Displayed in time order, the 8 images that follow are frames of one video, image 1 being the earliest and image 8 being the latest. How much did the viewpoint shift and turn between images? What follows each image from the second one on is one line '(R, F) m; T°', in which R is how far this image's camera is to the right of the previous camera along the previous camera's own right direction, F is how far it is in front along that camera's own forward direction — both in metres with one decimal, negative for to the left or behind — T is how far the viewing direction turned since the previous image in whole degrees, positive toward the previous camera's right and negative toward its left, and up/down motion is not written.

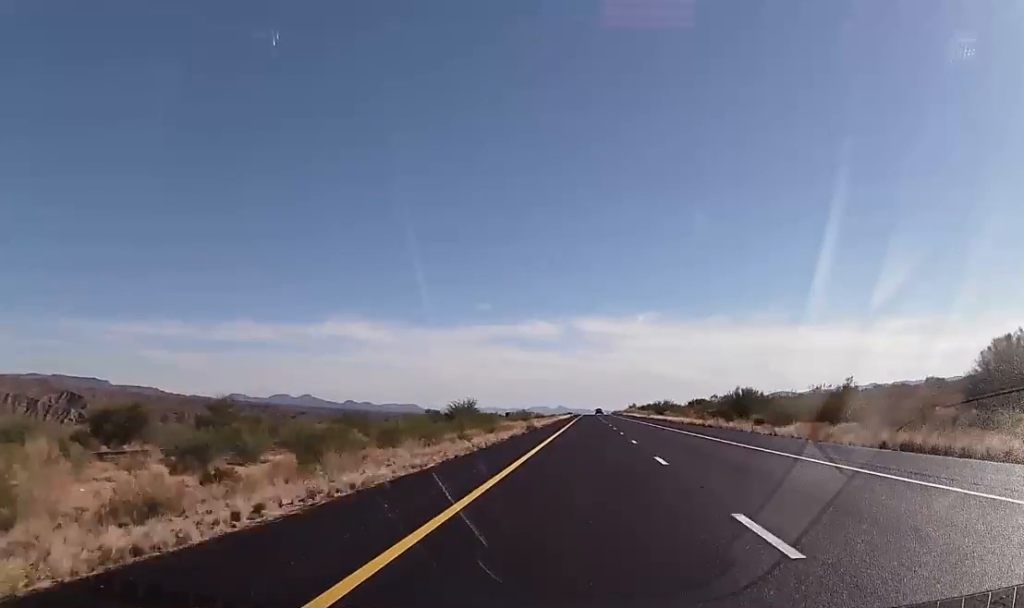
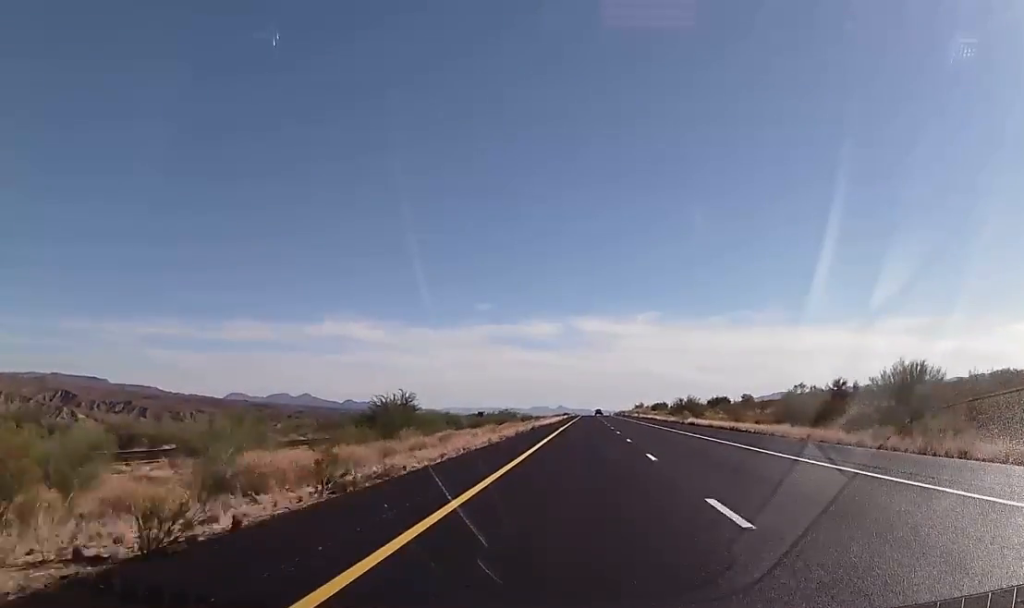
(-0.2, +45.9) m; 0°
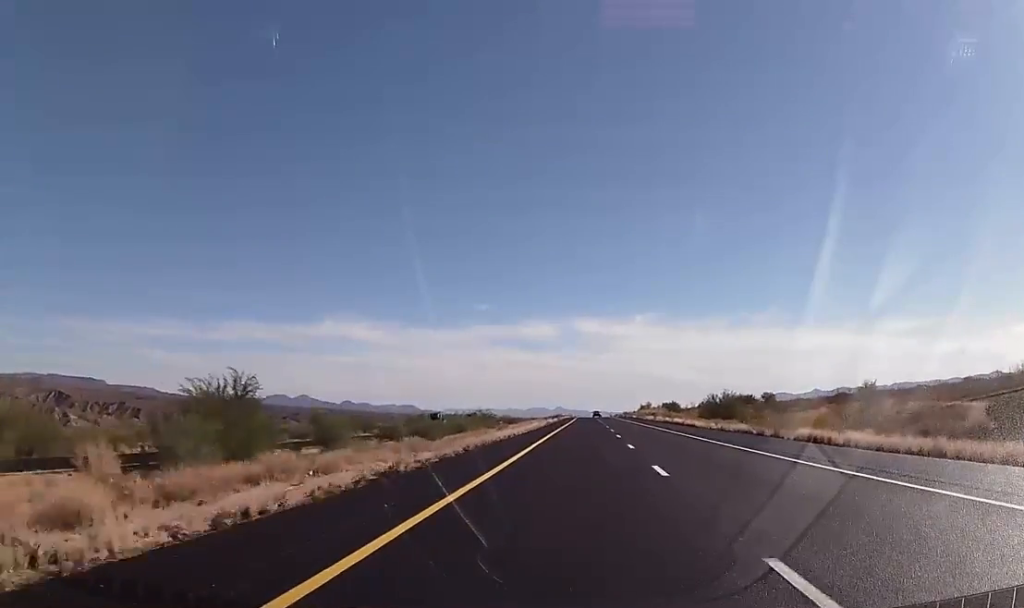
(0.0, +39.8) m; 0°
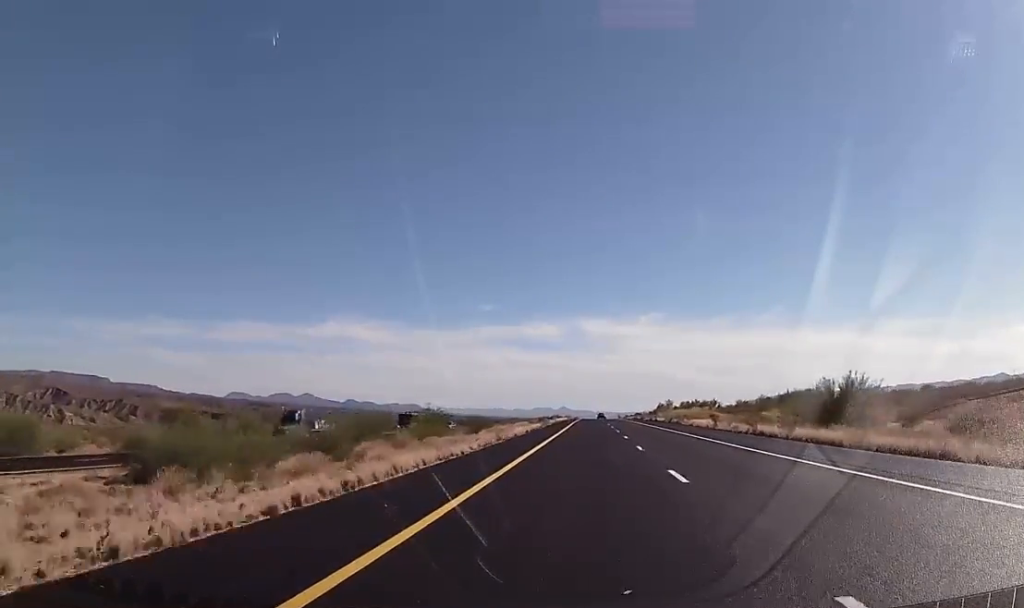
(0.0, +47.0) m; 0°
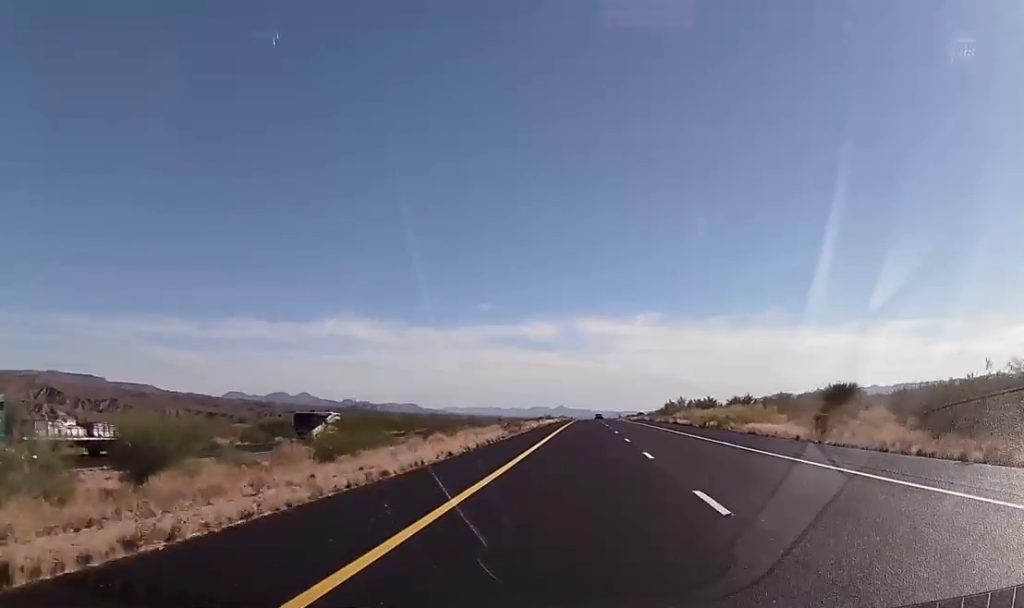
(-0.1, +25.7) m; 0°
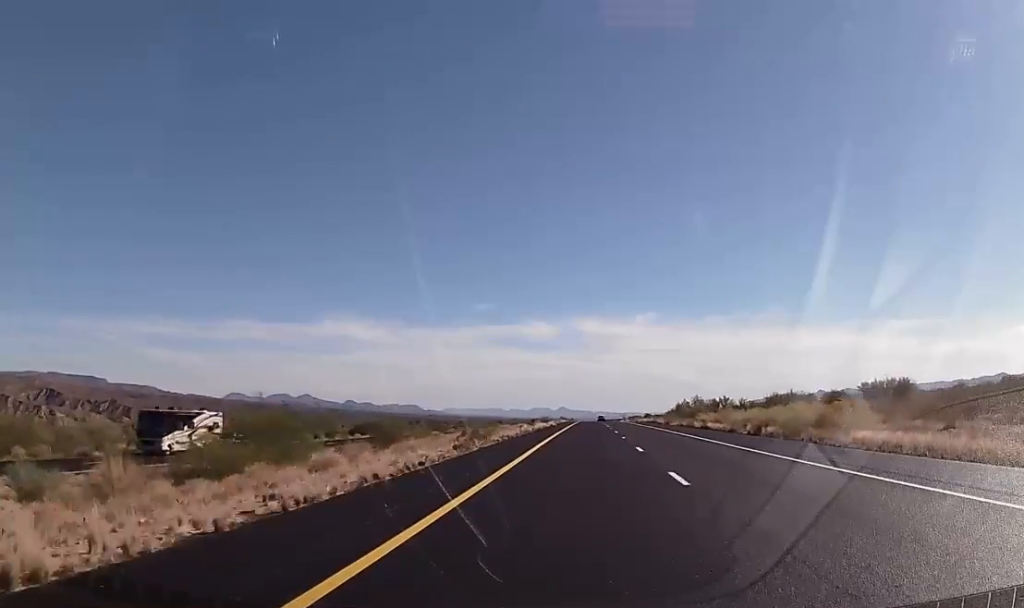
(0.0, +16.9) m; 0°
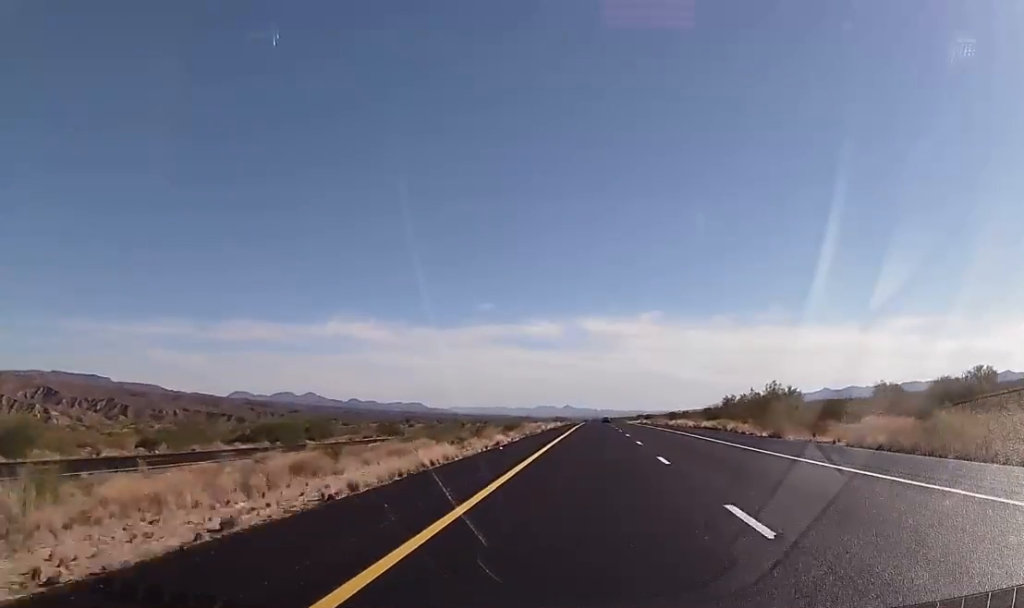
(+0.1, +44.7) m; 0°
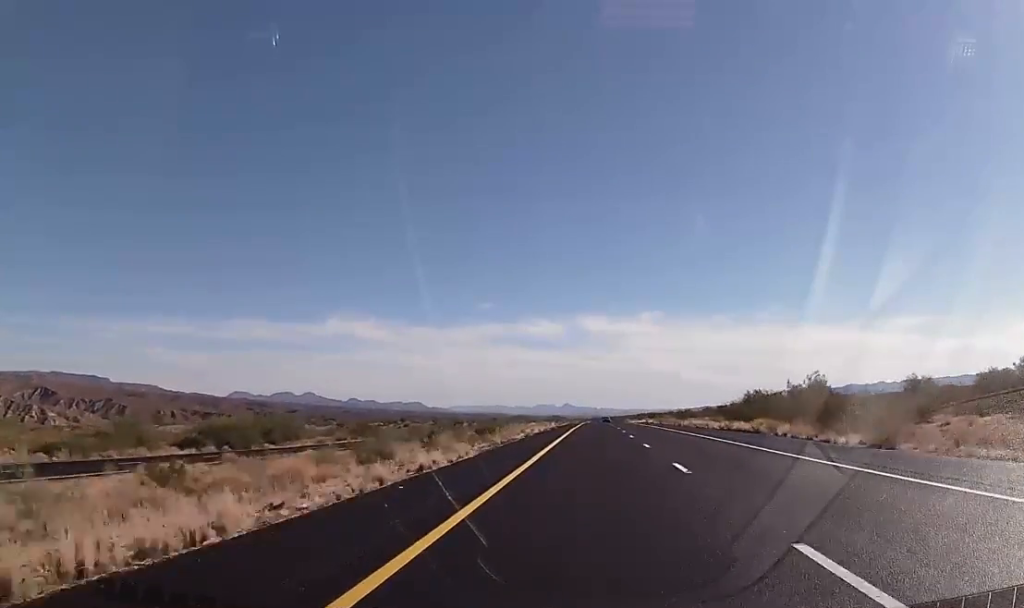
(0.0, +13.5) m; 0°
